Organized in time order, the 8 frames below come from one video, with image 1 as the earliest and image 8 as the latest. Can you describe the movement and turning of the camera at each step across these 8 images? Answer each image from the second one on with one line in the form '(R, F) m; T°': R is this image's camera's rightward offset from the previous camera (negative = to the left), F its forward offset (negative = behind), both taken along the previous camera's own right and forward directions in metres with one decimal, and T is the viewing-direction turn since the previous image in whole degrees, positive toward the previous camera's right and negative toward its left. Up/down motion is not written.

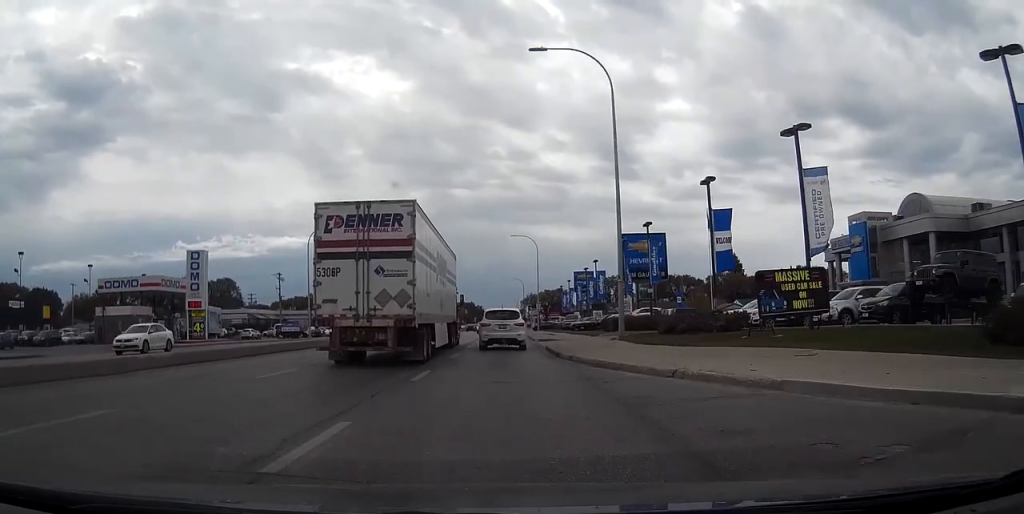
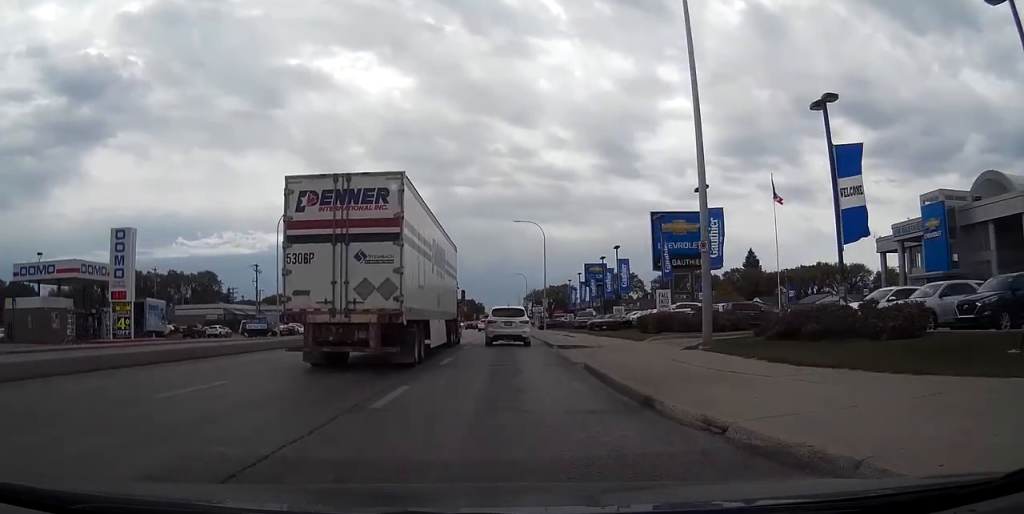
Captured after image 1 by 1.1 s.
(-0.1, +13.9) m; 0°
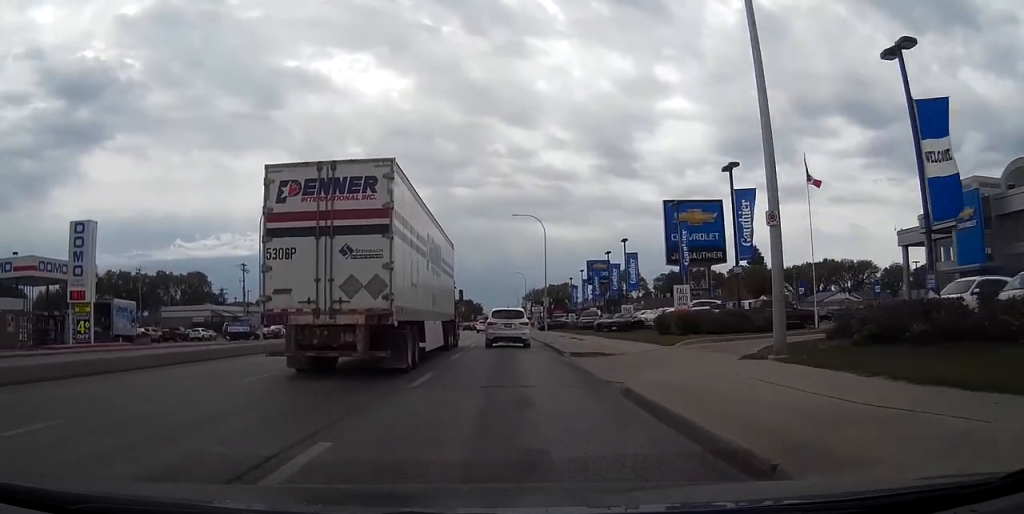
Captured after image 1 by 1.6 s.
(0.0, +5.4) m; 0°
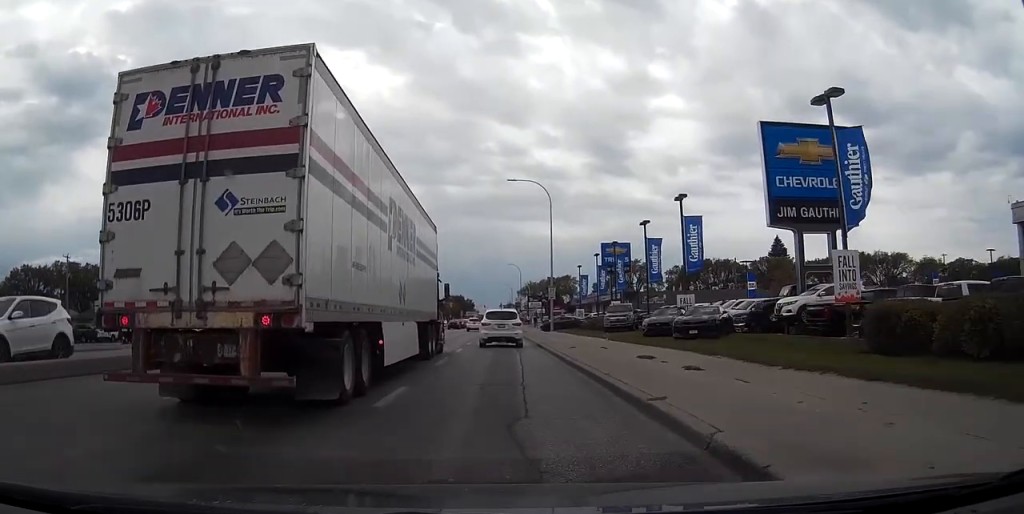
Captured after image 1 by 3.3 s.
(+0.3, +21.9) m; +1°
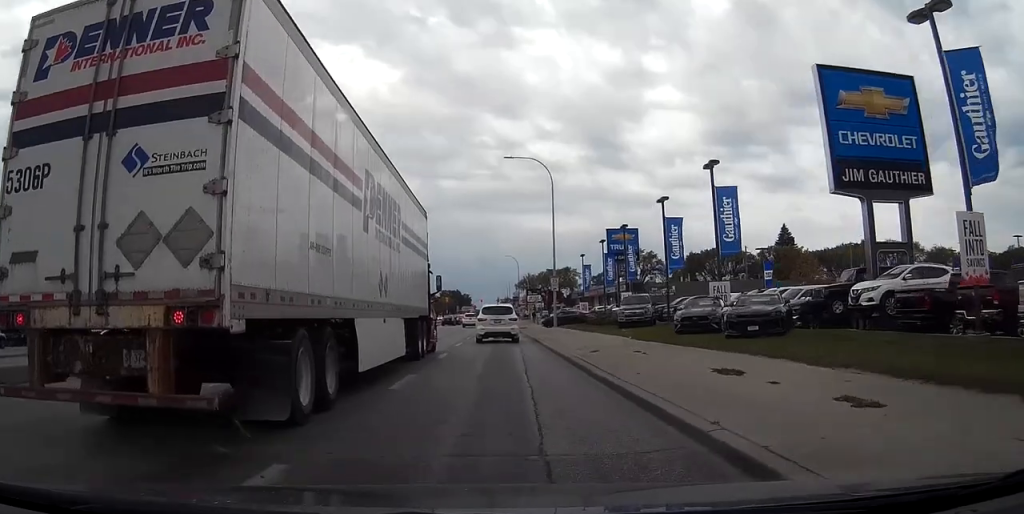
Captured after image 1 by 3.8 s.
(0.0, +6.9) m; 0°
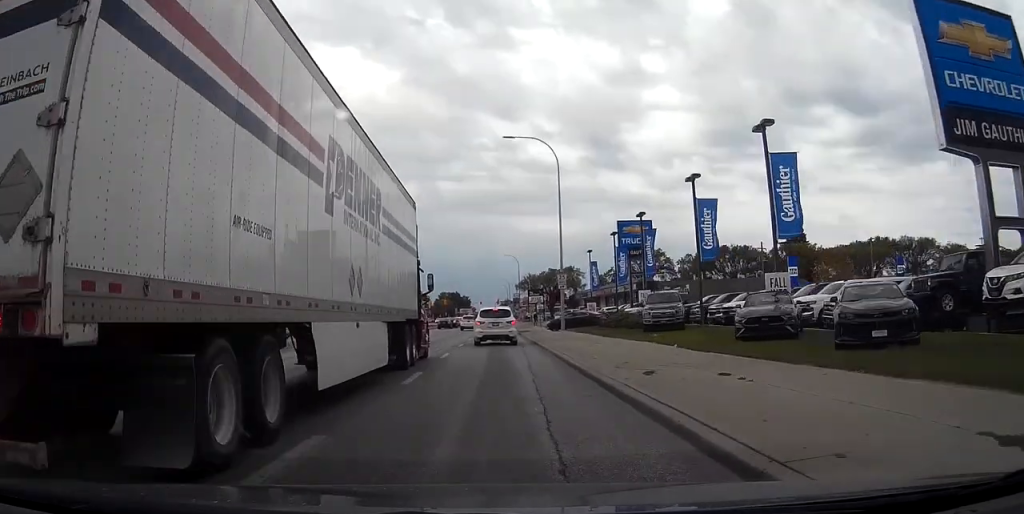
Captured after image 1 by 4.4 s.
(0.0, +7.3) m; 0°
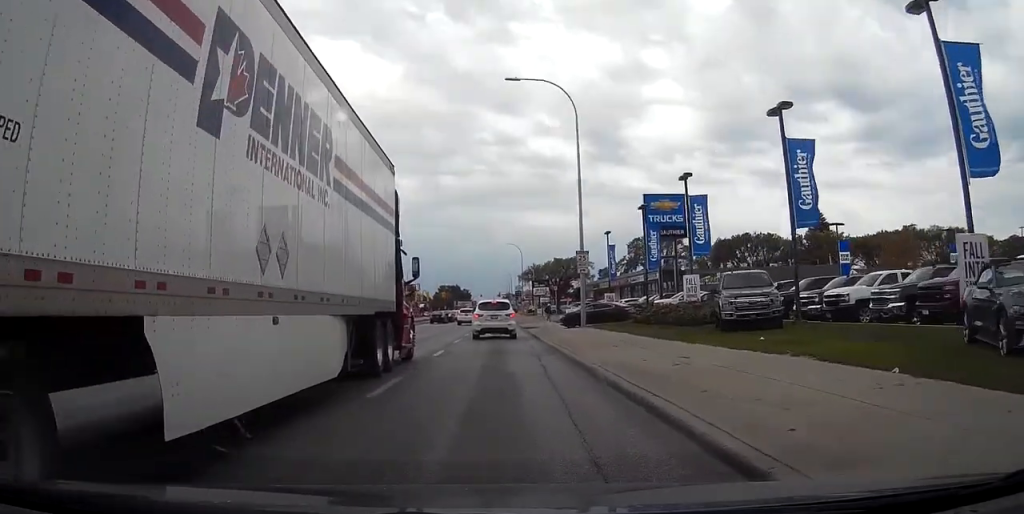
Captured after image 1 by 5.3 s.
(-0.1, +12.1) m; -1°
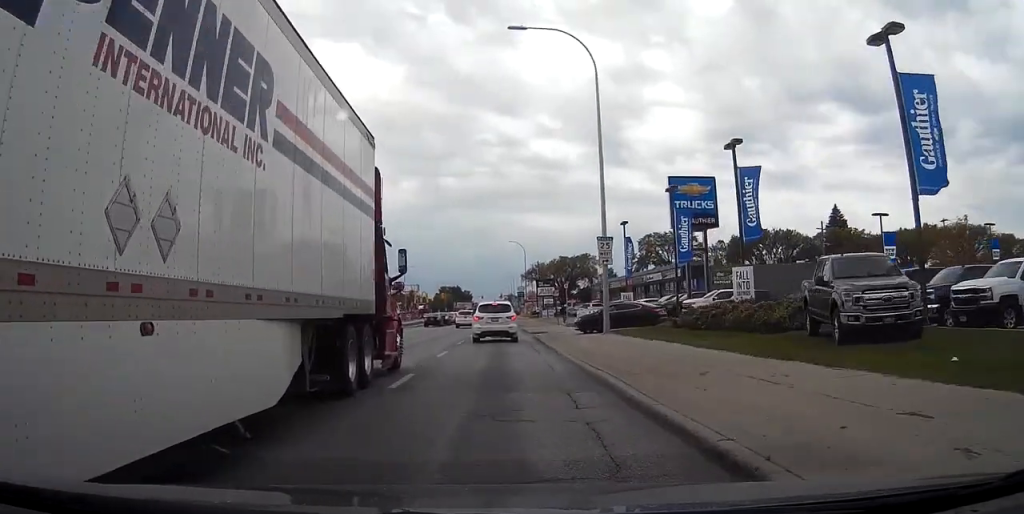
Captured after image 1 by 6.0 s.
(0.0, +8.1) m; 0°
